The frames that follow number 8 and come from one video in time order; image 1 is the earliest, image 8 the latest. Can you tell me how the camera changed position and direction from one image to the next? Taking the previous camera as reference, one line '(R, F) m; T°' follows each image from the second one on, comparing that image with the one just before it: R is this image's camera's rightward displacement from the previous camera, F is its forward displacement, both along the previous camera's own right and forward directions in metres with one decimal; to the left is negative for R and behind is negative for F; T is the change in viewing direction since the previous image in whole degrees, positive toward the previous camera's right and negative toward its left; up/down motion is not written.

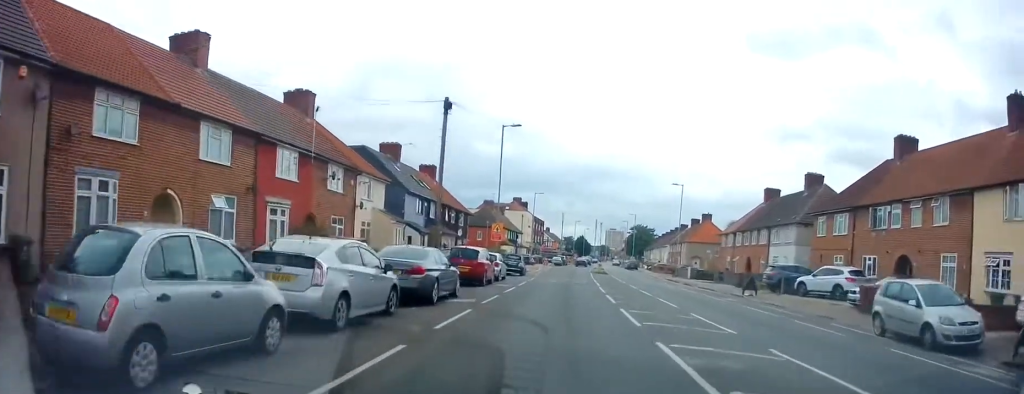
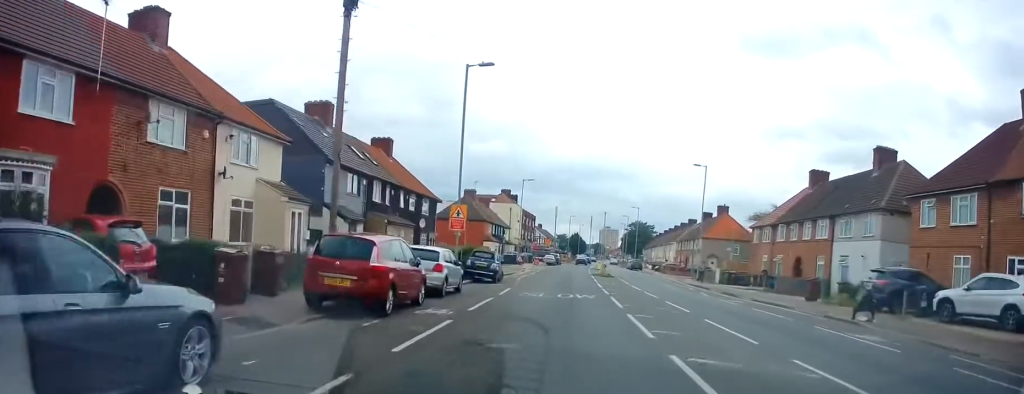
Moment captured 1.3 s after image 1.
(+0.4, +13.1) m; +2°
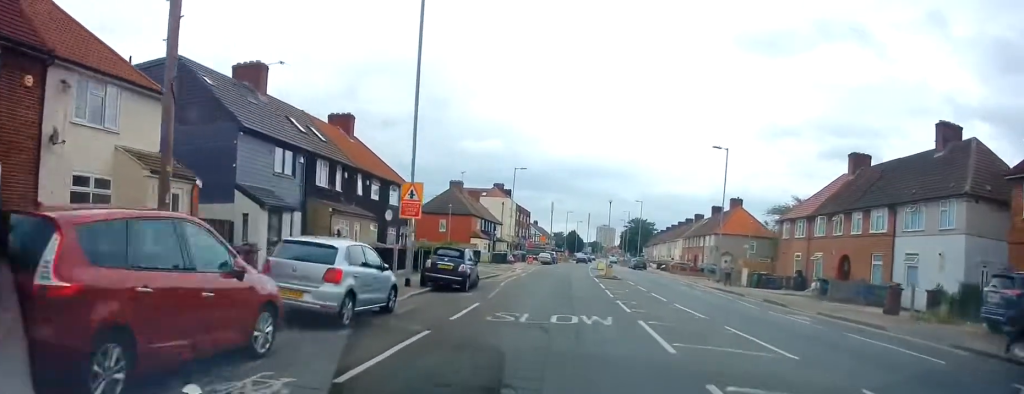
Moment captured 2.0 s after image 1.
(0.0, +7.7) m; -1°
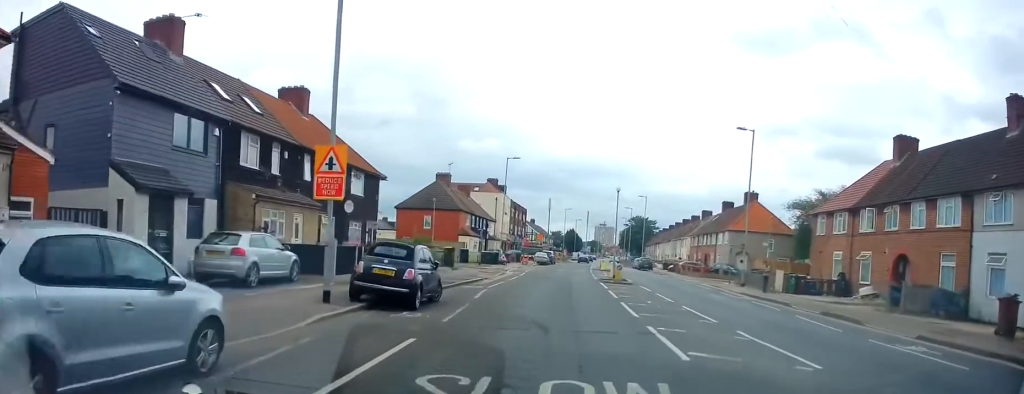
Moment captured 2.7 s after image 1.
(-0.2, +7.0) m; -2°
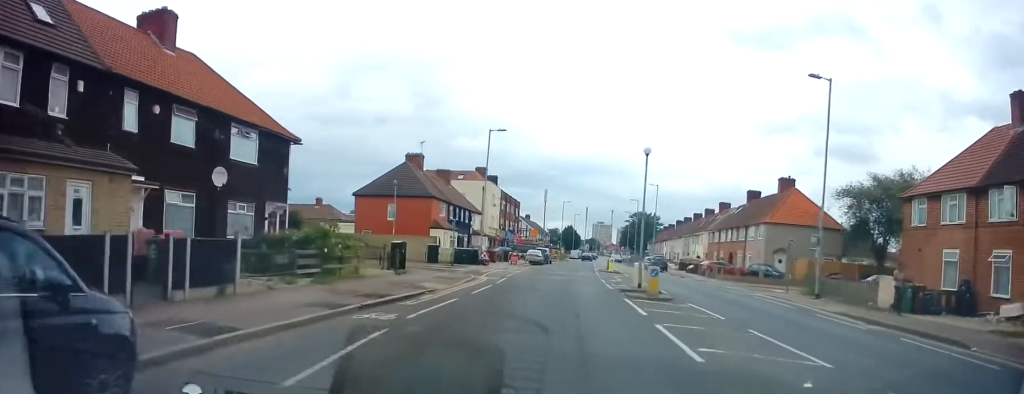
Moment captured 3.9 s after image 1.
(0.0, +11.8) m; +1°
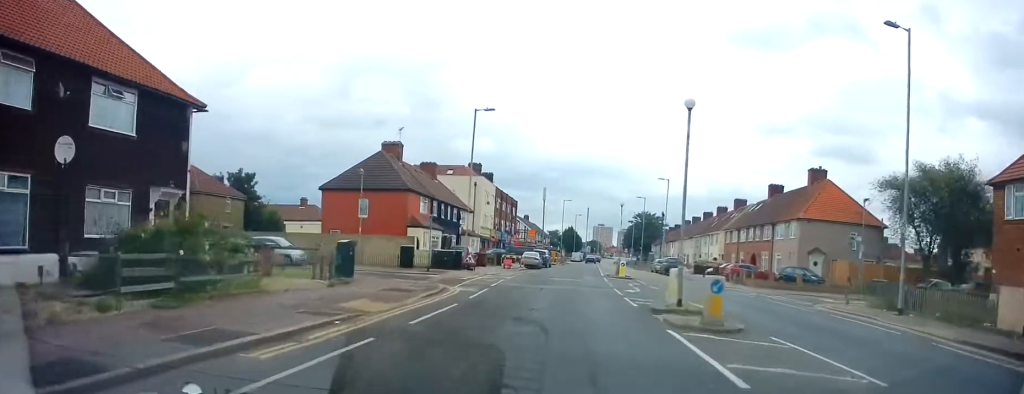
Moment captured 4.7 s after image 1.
(-0.1, +7.2) m; +2°
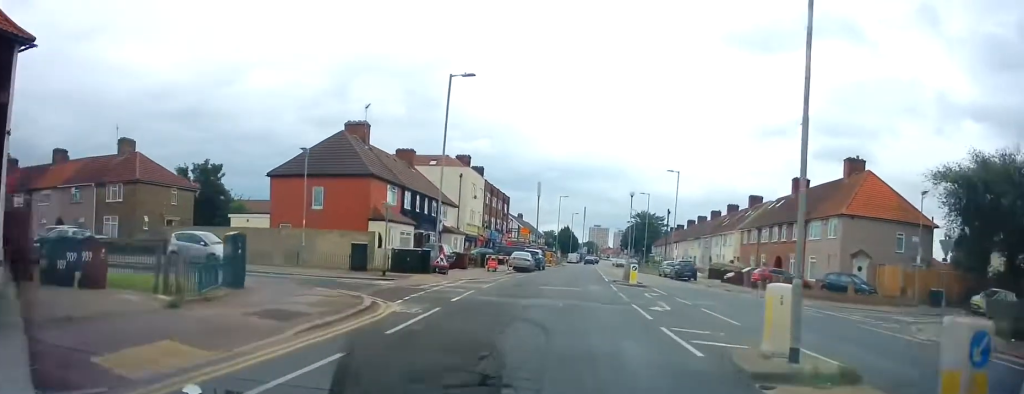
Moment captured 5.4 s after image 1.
(+0.4, +7.4) m; 0°
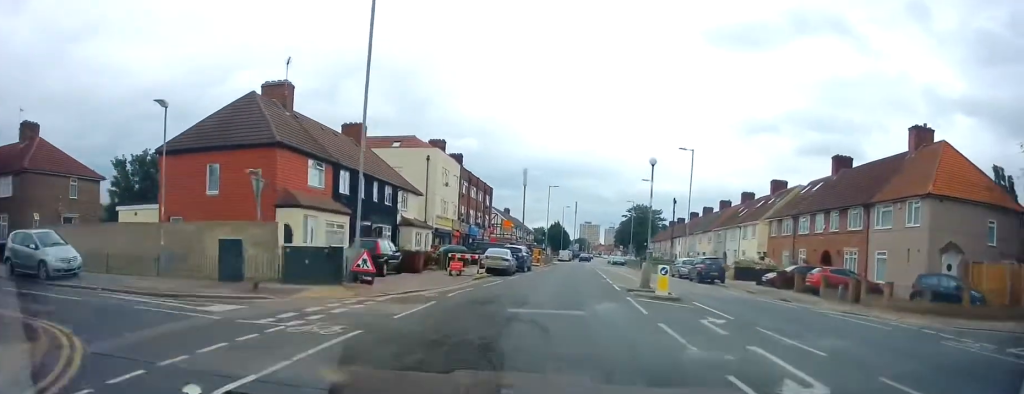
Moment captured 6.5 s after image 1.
(-0.4, +10.3) m; -3°
